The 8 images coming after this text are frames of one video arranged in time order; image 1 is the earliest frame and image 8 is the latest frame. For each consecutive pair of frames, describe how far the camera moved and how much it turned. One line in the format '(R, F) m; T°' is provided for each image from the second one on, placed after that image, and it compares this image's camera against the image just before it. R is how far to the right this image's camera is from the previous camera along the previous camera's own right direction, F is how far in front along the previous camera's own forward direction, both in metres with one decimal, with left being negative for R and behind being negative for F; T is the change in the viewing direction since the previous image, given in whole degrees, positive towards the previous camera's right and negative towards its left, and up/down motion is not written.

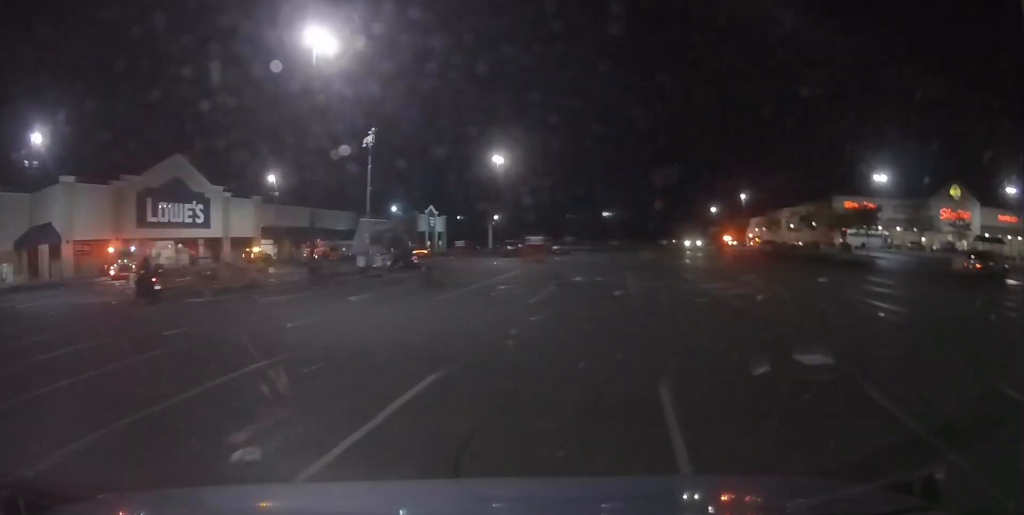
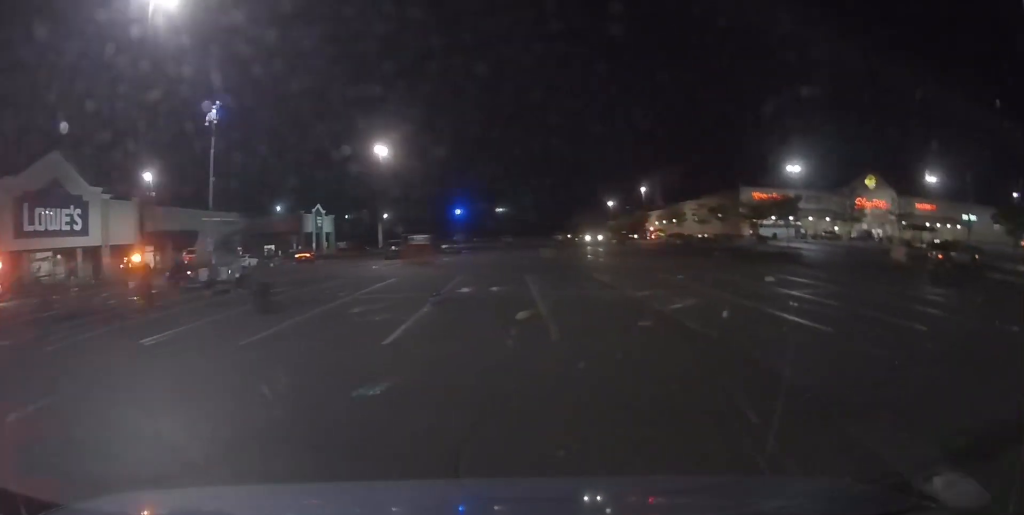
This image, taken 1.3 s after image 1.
(+0.7, +4.7) m; +10°
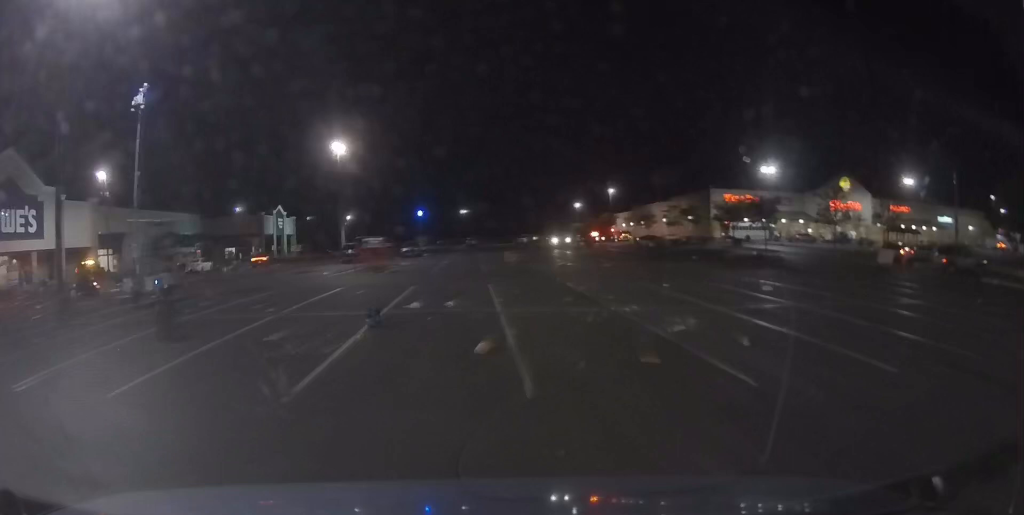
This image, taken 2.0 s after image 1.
(-0.1, +2.9) m; +1°
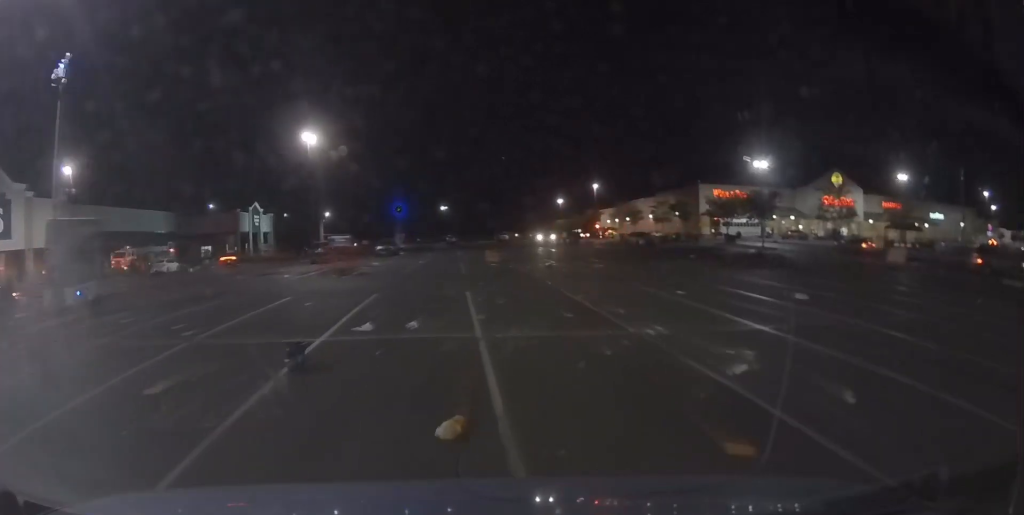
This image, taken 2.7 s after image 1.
(0.0, +3.2) m; +4°
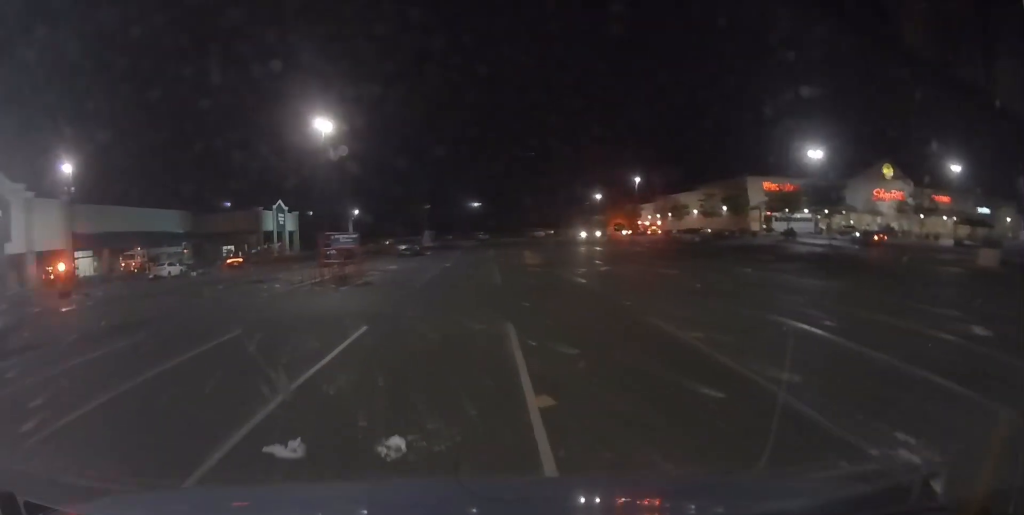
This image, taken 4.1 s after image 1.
(+0.6, +5.6) m; 0°
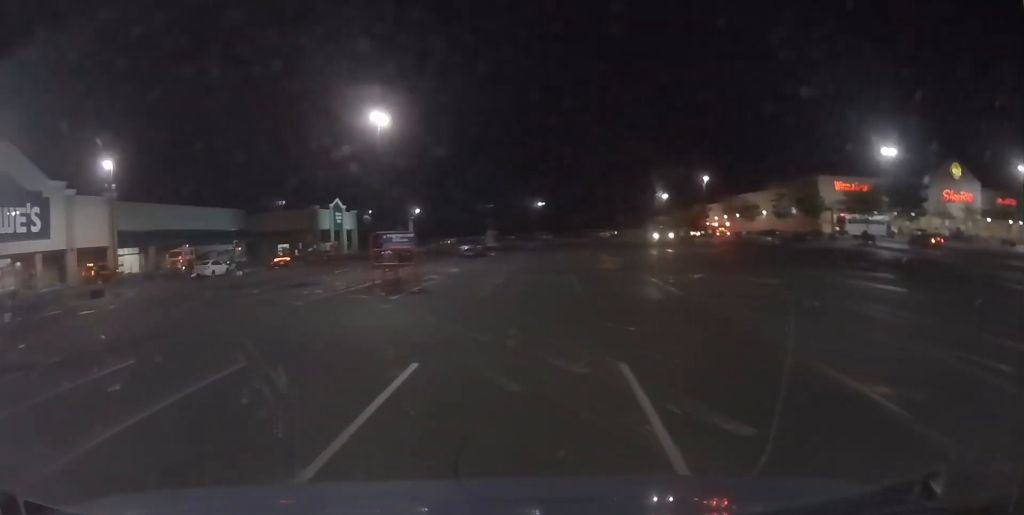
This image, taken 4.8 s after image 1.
(-0.3, +3.2) m; -10°
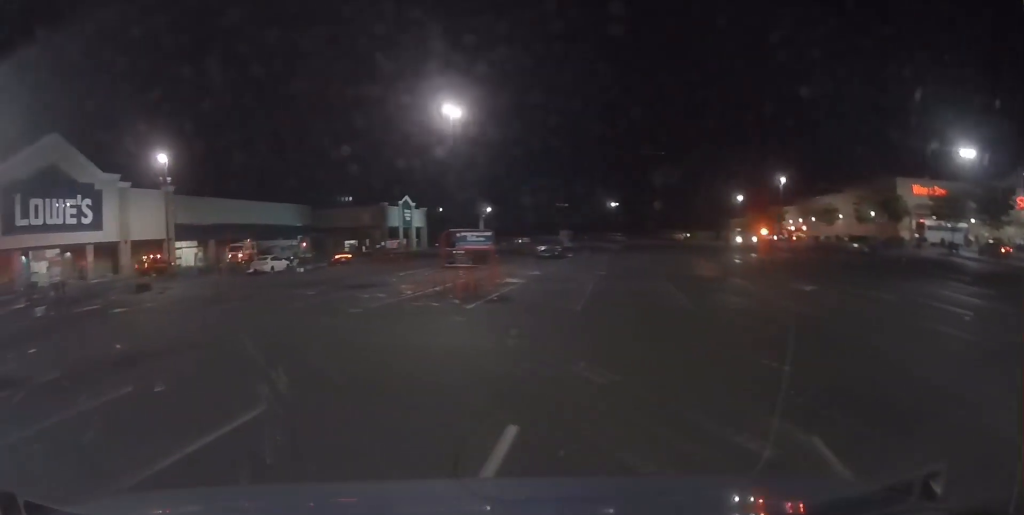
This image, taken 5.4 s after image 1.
(-0.3, +2.8) m; -11°
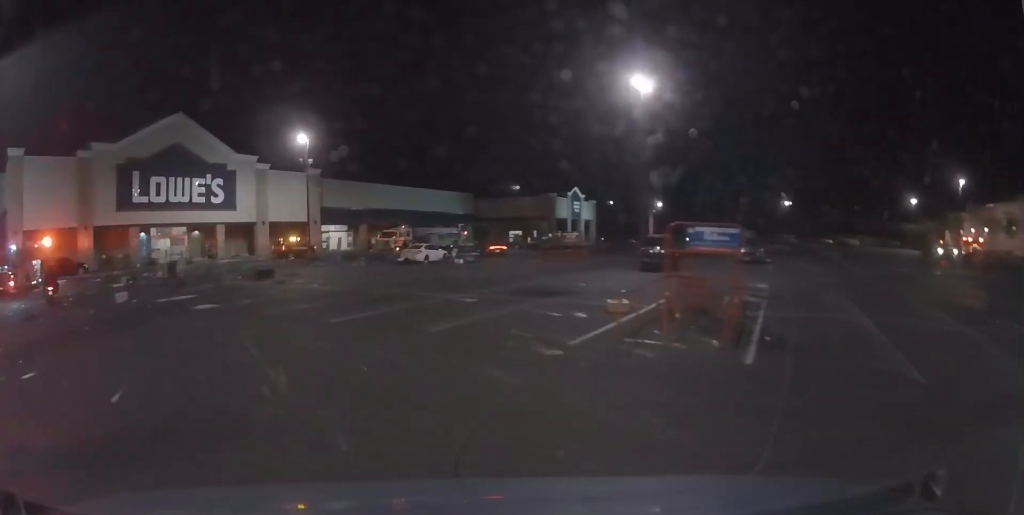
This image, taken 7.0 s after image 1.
(-1.1, +6.0) m; -16°
